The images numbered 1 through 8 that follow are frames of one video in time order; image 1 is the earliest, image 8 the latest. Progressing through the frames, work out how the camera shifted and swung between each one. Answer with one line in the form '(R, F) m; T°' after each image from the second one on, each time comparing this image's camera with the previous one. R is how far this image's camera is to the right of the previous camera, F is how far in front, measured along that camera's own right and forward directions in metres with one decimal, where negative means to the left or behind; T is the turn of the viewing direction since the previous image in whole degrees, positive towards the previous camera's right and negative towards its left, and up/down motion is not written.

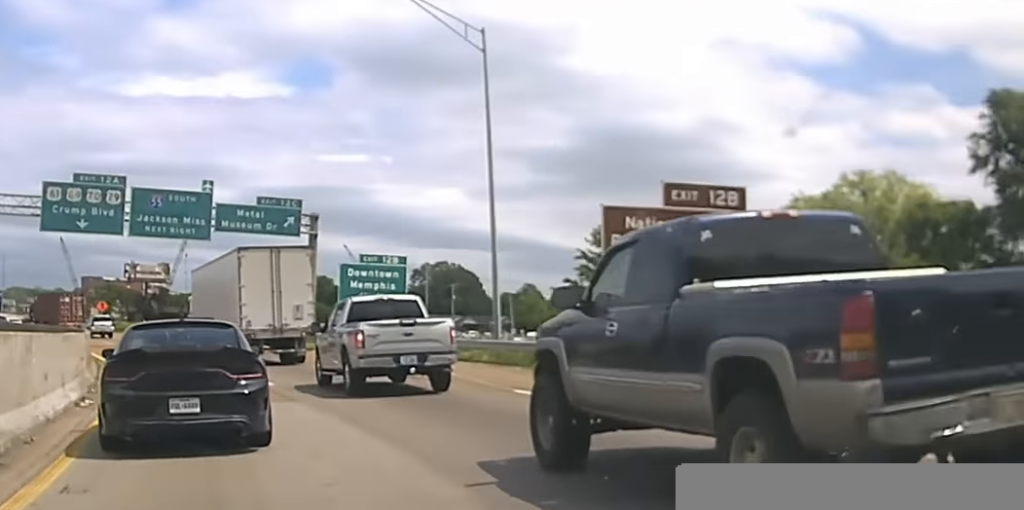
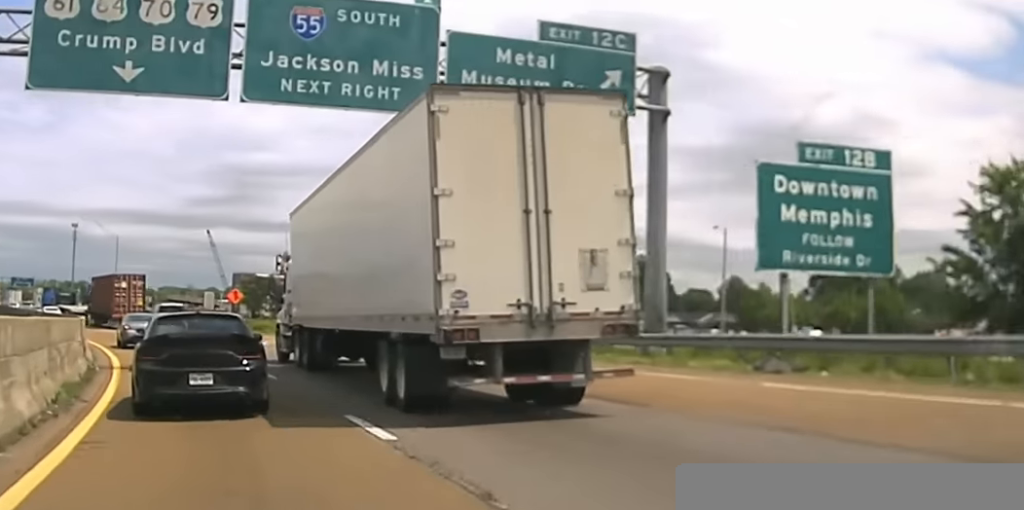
(-2.5, +44.0) m; -6°
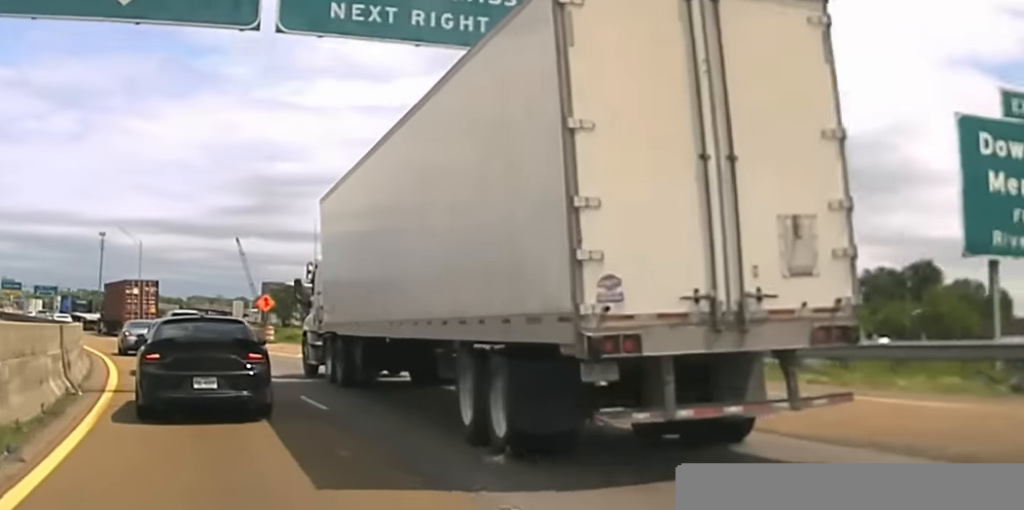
(+0.1, +6.4) m; -1°
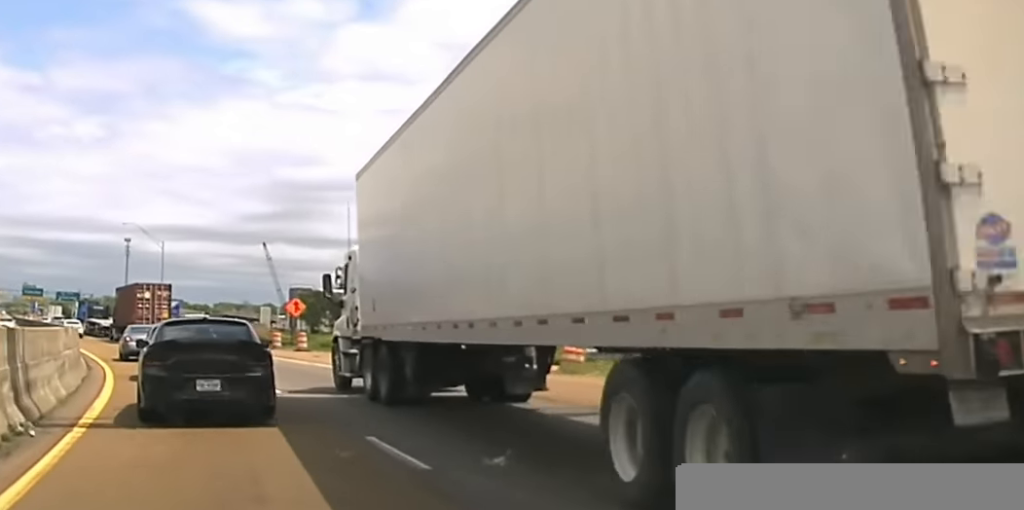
(-0.1, +5.8) m; -3°
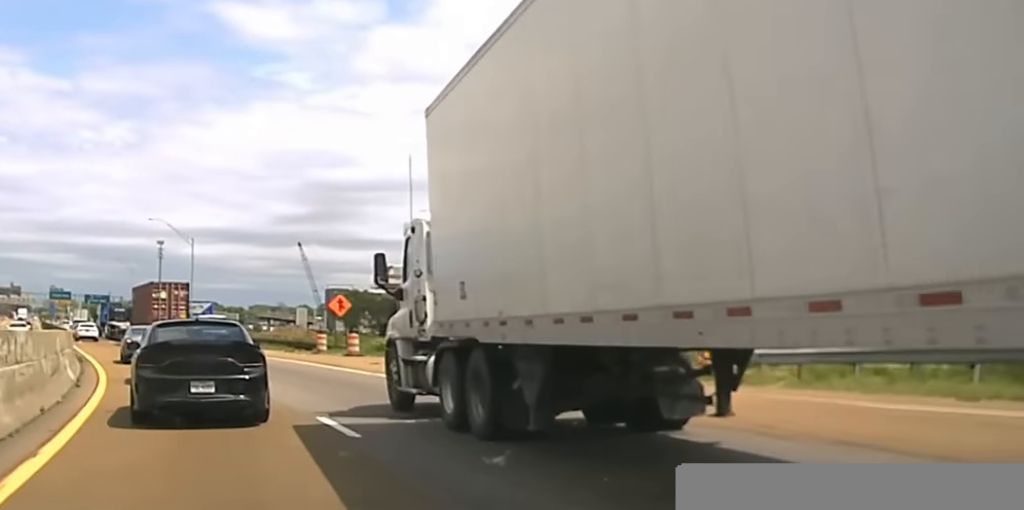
(+0.1, +7.6) m; -3°
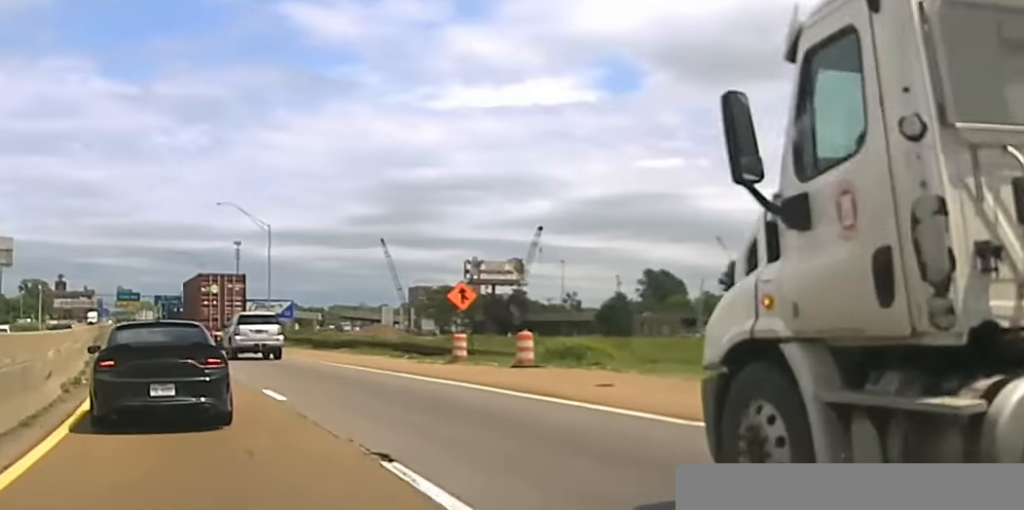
(-1.2, +15.8) m; -5°
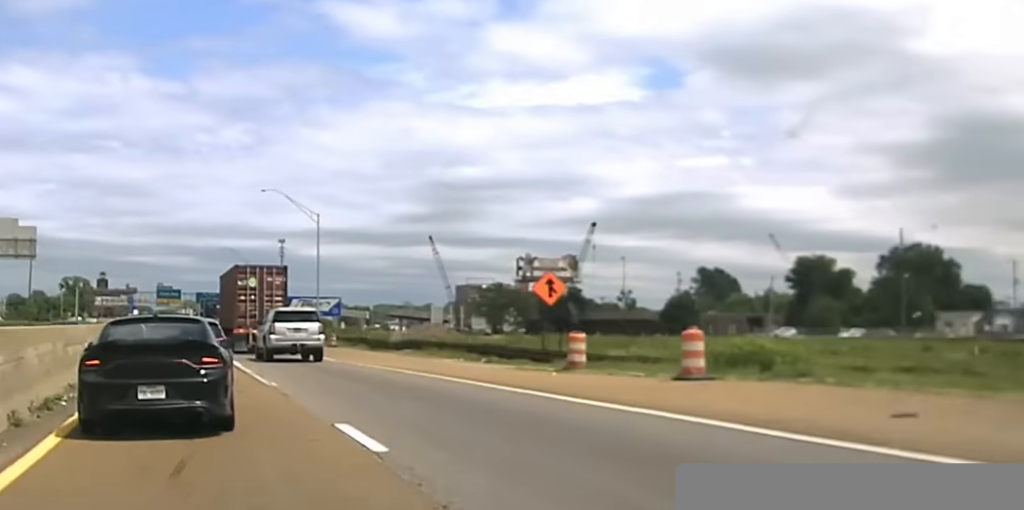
(0.0, +8.0) m; -1°
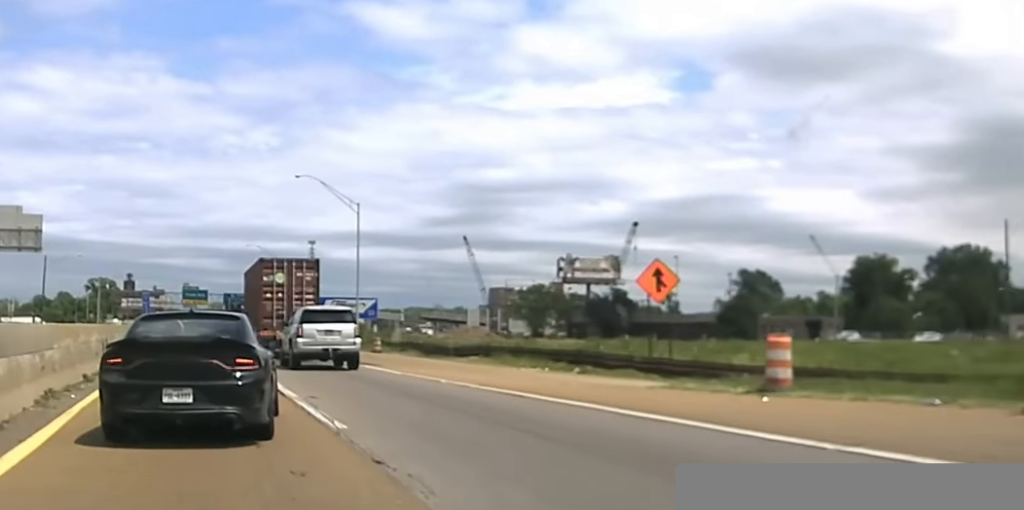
(-0.2, +9.1) m; -1°
